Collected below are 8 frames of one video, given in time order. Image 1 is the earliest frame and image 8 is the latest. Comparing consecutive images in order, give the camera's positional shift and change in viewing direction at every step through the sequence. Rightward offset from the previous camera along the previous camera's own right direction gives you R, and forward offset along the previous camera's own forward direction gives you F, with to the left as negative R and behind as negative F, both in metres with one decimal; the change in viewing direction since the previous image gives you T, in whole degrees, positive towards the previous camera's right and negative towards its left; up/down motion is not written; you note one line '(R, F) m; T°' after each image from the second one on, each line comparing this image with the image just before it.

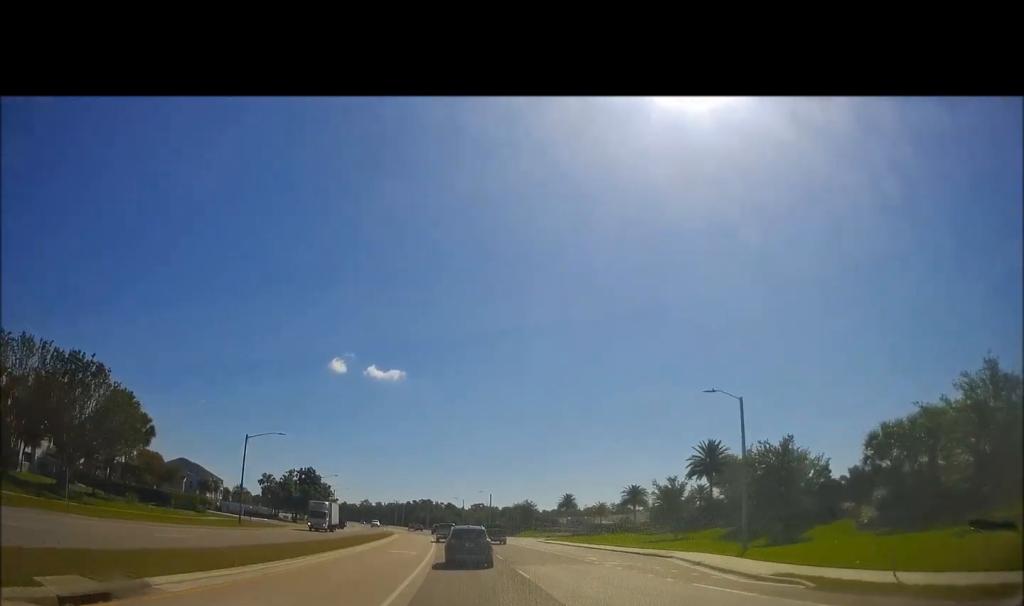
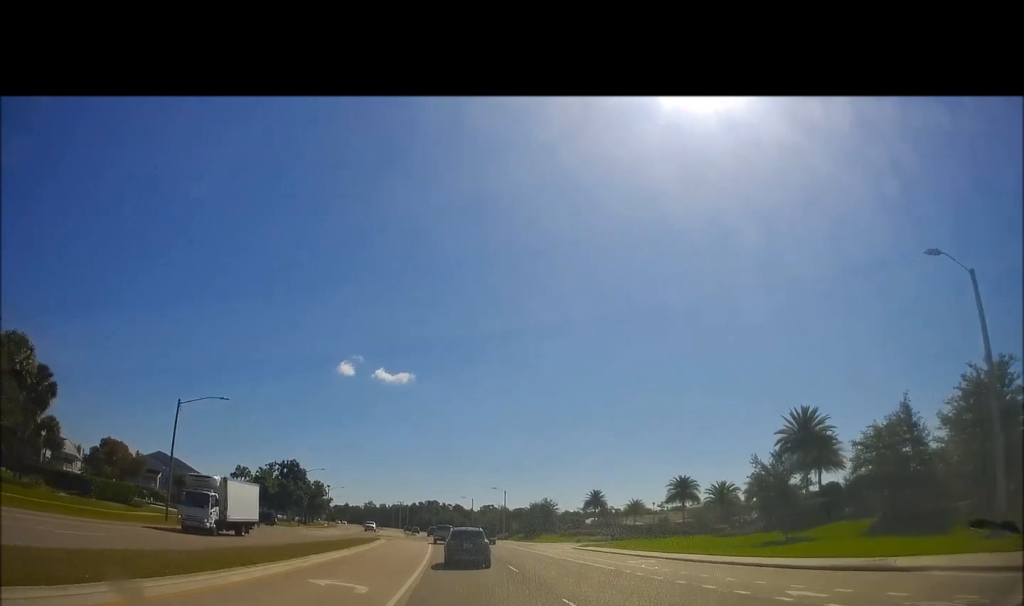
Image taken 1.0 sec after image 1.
(0.0, +18.8) m; +1°
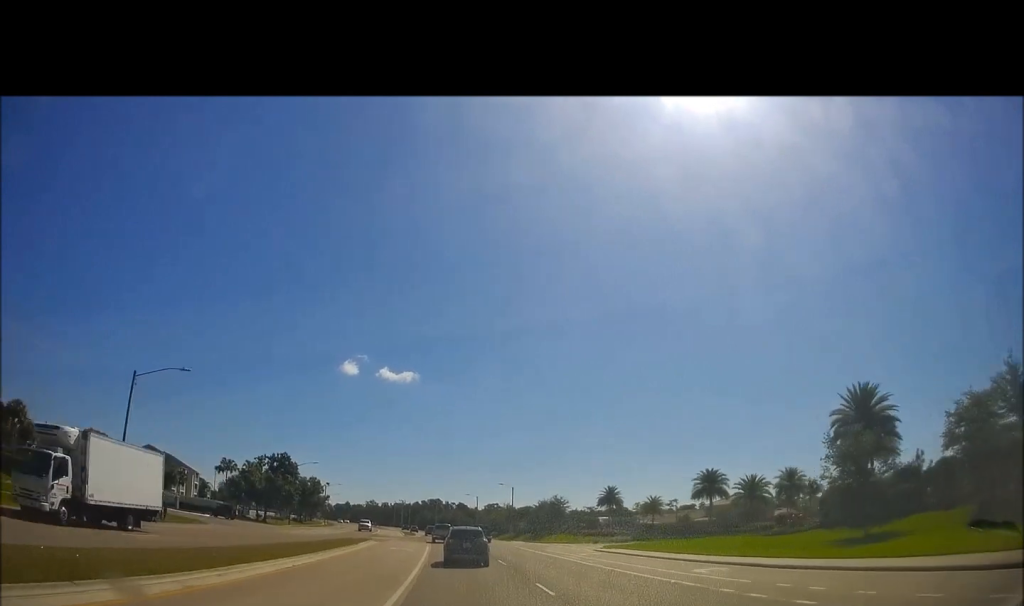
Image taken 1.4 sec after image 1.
(-0.1, +8.2) m; +1°
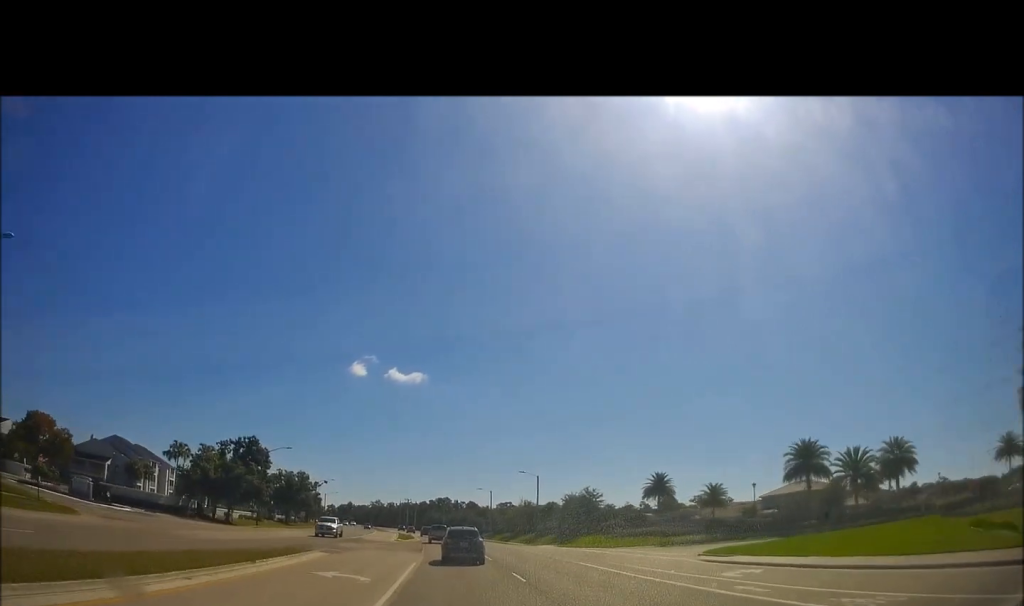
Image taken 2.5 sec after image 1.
(+0.5, +20.1) m; -1°
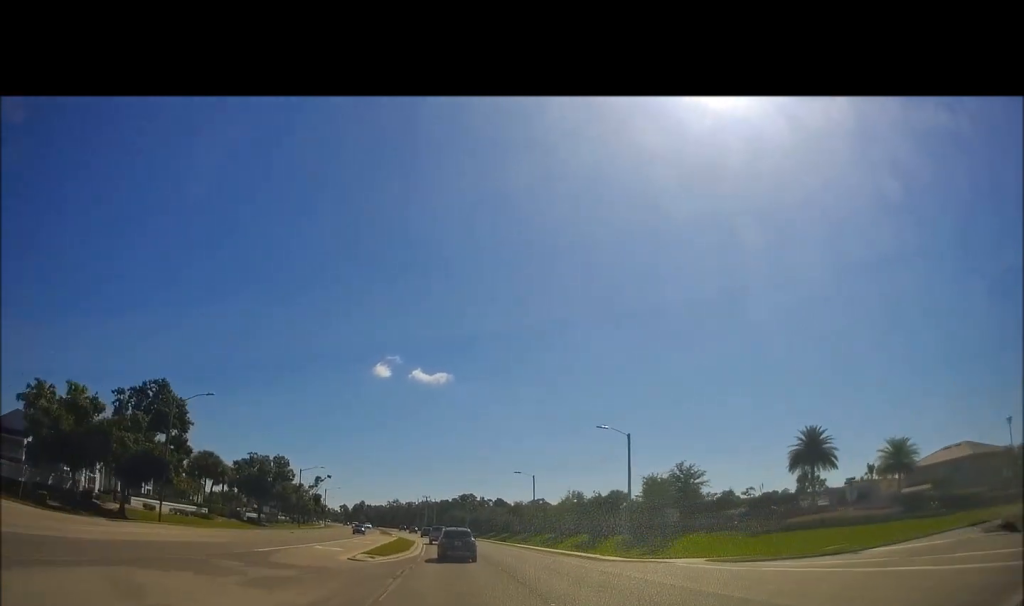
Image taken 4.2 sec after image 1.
(-1.6, +32.3) m; -3°
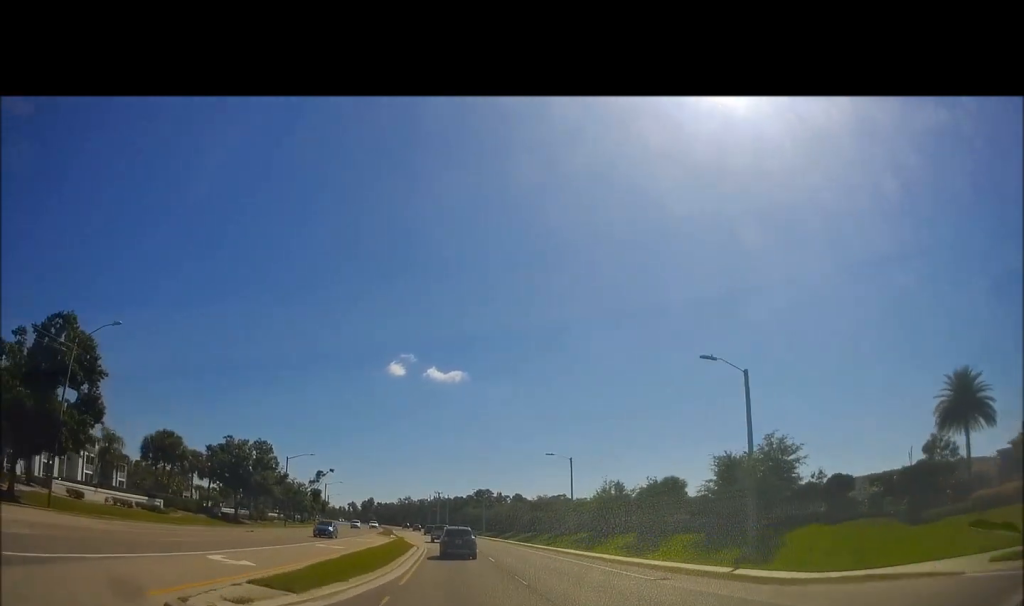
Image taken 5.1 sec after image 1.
(0.0, +16.6) m; 0°
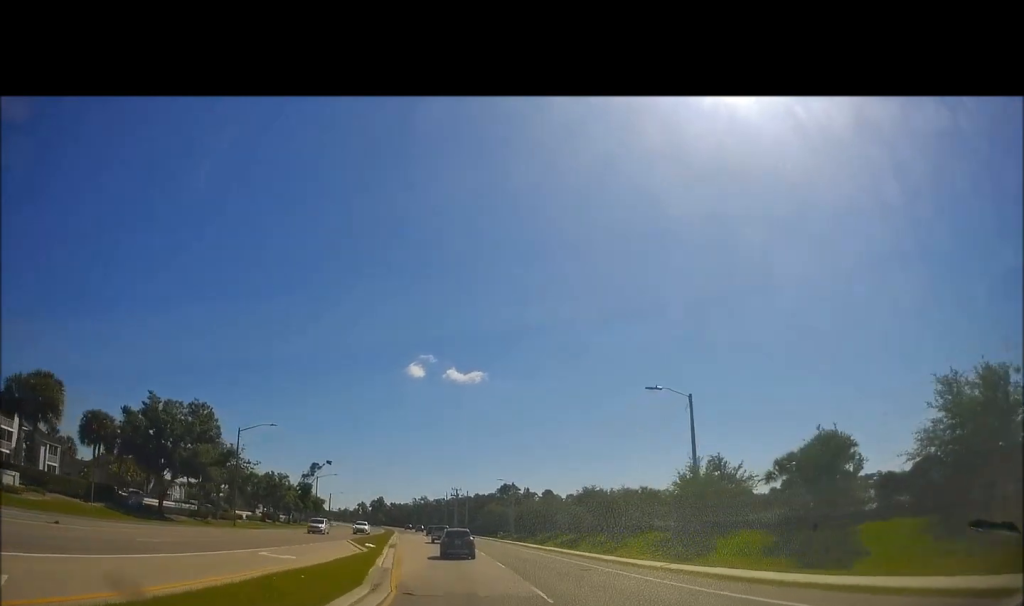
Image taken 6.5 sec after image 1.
(0.0, +27.1) m; -1°
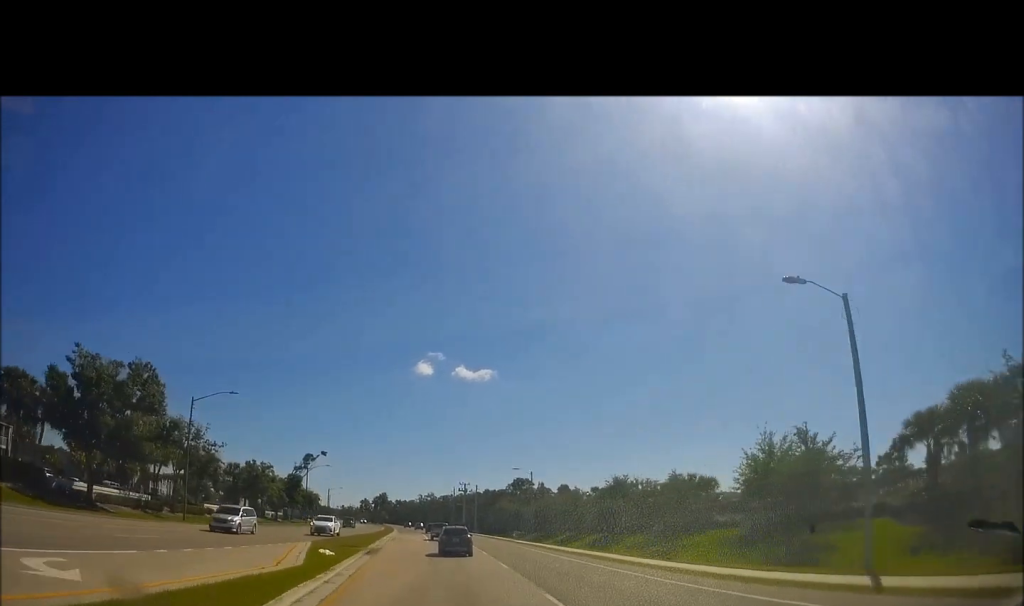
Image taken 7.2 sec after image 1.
(-0.3, +13.7) m; -1°
